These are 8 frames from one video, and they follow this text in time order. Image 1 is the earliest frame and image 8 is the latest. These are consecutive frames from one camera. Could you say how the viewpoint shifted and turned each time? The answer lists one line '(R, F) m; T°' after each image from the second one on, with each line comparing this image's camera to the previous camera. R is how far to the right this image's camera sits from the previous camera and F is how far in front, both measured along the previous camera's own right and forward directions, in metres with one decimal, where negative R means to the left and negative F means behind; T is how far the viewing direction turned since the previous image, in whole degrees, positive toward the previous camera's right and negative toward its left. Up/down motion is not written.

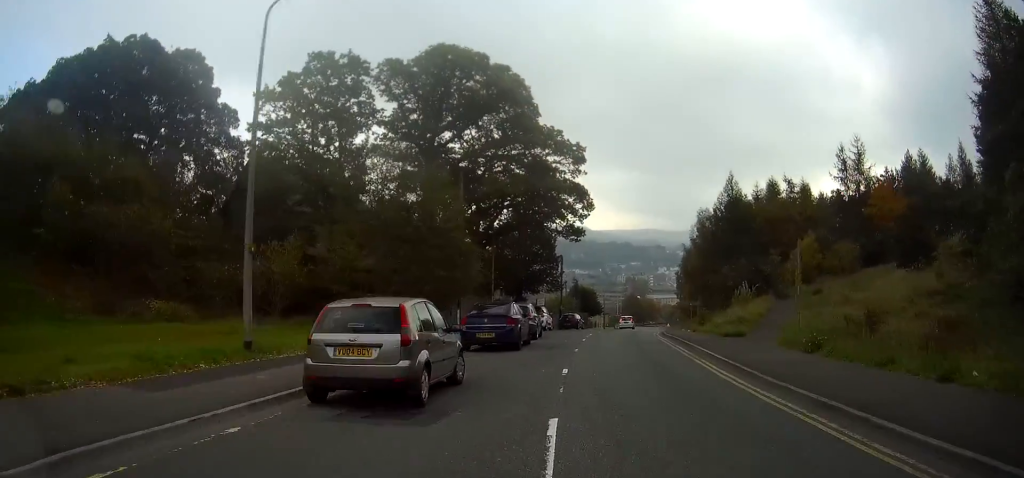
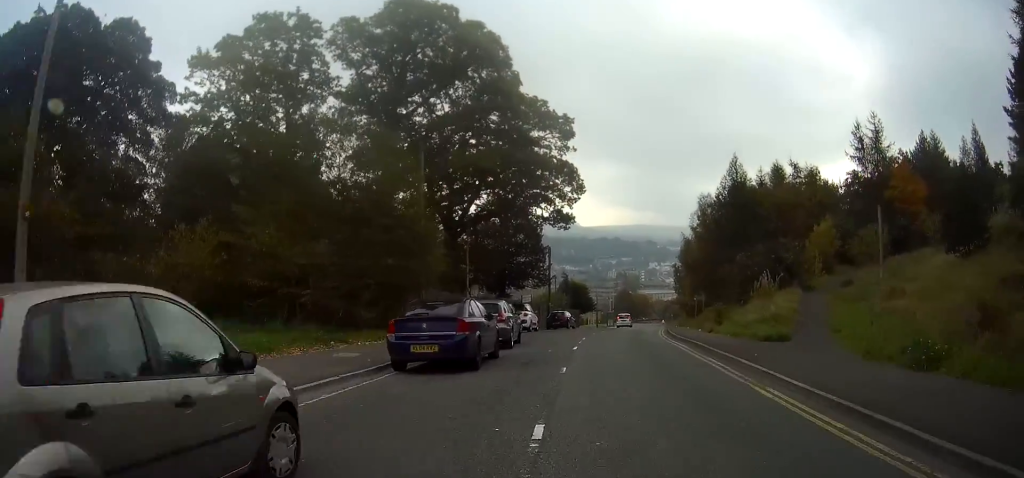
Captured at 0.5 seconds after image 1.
(+0.1, +6.8) m; 0°
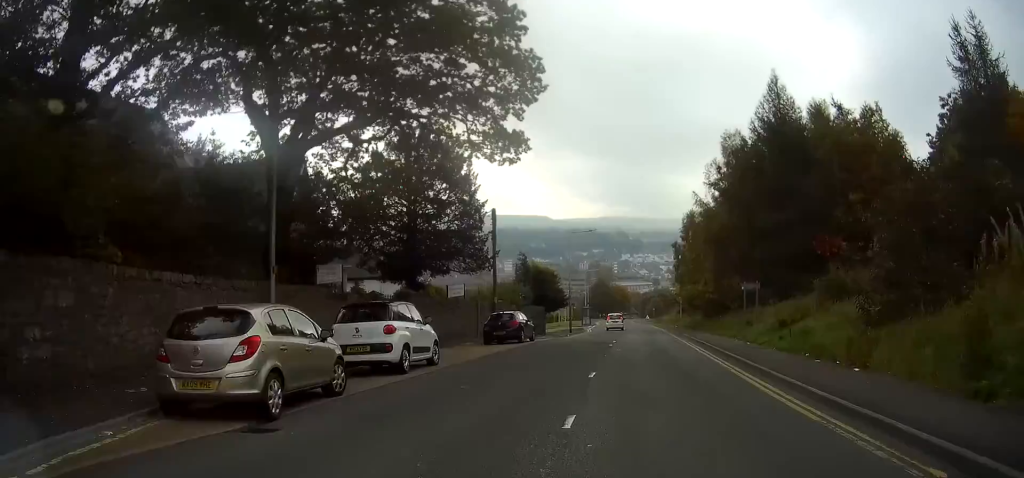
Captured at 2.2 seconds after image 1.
(+0.3, +23.4) m; +2°
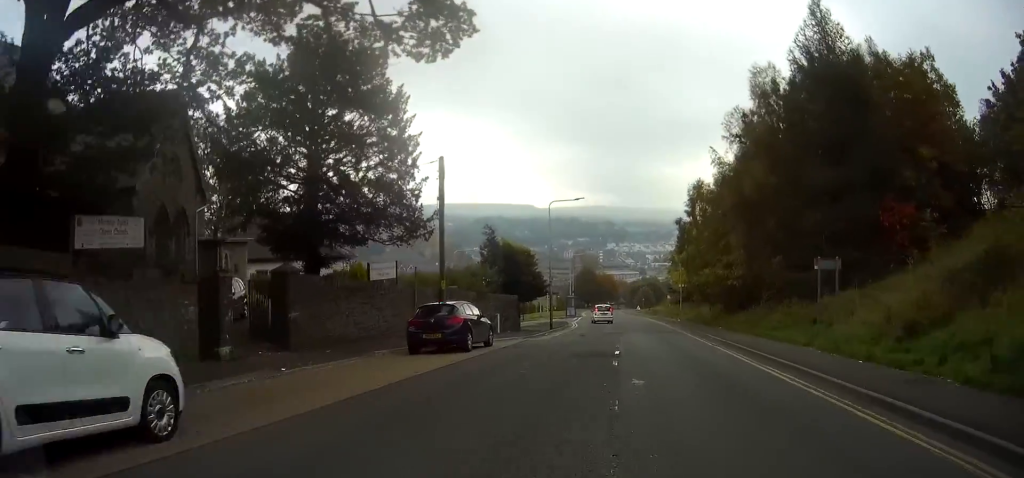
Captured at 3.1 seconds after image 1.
(+0.3, +11.6) m; +1°
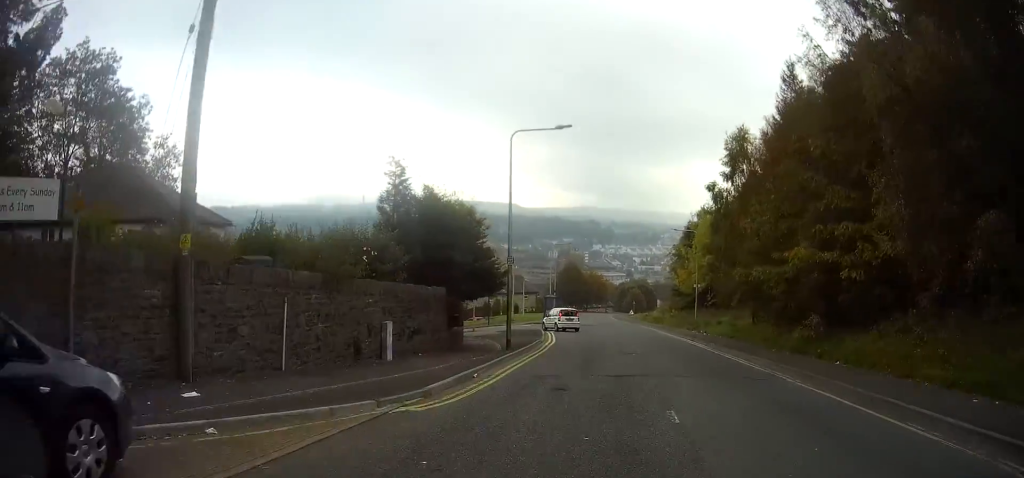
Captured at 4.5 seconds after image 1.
(+0.1, +18.3) m; +1°
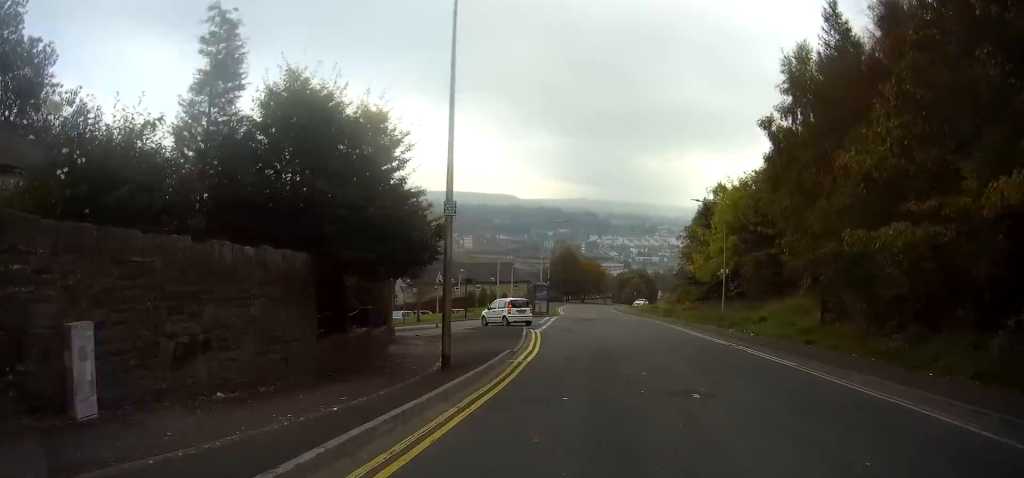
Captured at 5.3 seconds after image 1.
(+0.1, +11.6) m; +1°
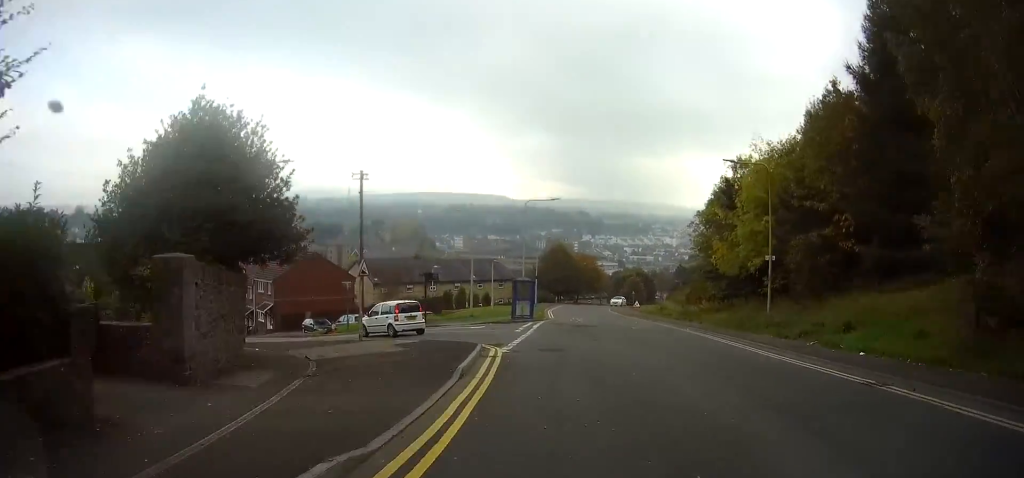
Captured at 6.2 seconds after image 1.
(0.0, +12.1) m; 0°
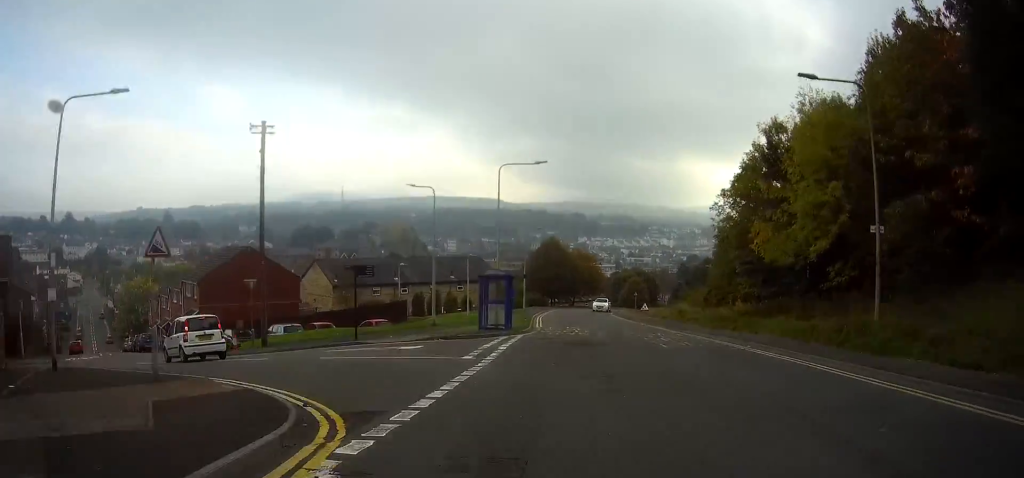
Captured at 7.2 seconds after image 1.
(+0.1, +12.7) m; 0°
